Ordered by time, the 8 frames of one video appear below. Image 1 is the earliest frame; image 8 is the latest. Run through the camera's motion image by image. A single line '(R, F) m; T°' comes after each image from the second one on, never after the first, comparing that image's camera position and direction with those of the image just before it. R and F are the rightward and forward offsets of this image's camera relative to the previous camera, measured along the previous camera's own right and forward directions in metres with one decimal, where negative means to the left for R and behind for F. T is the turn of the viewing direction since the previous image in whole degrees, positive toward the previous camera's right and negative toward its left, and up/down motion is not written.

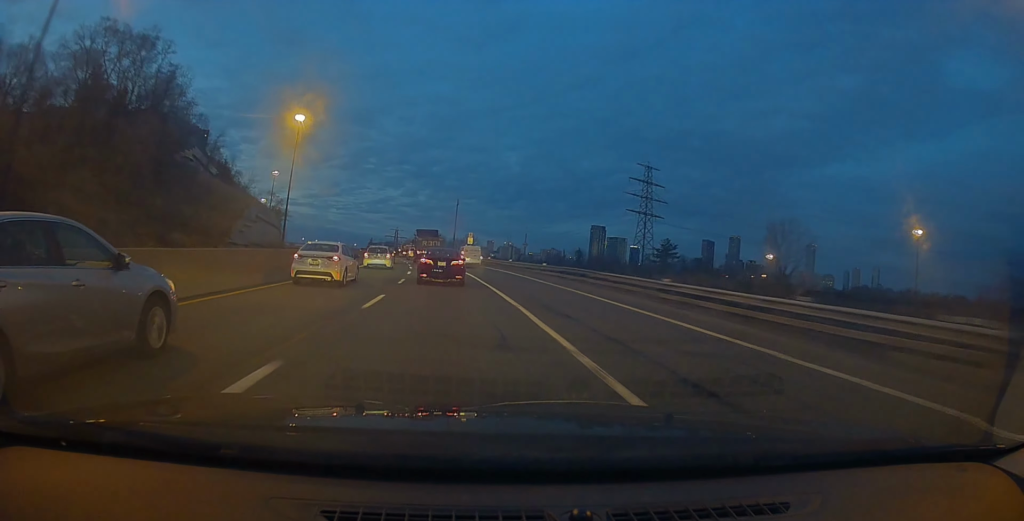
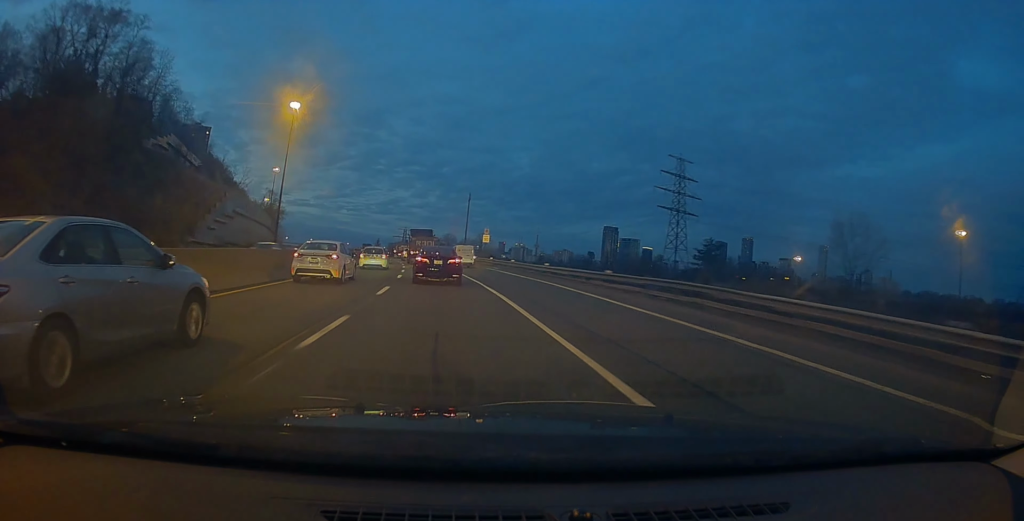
(-0.1, +14.7) m; -1°
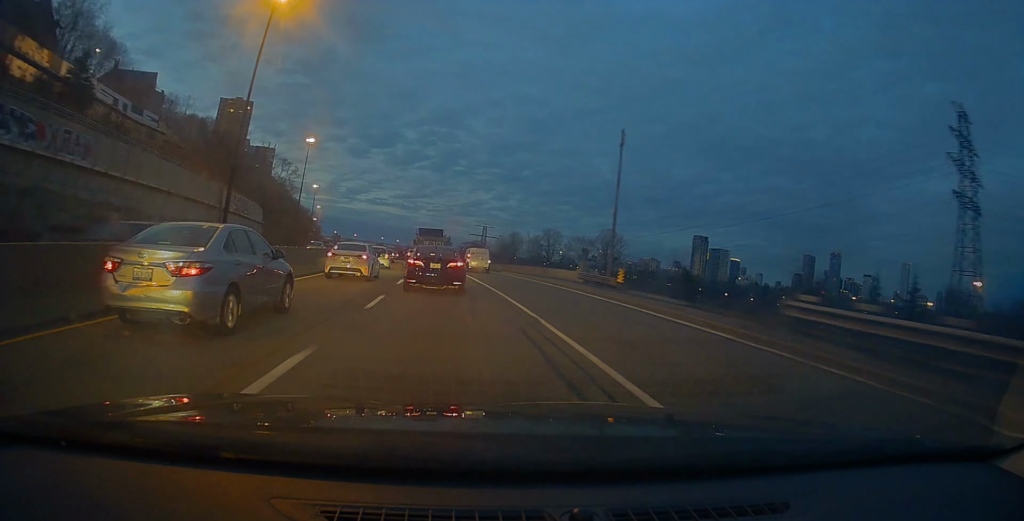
(-4.3, +66.5) m; -8°
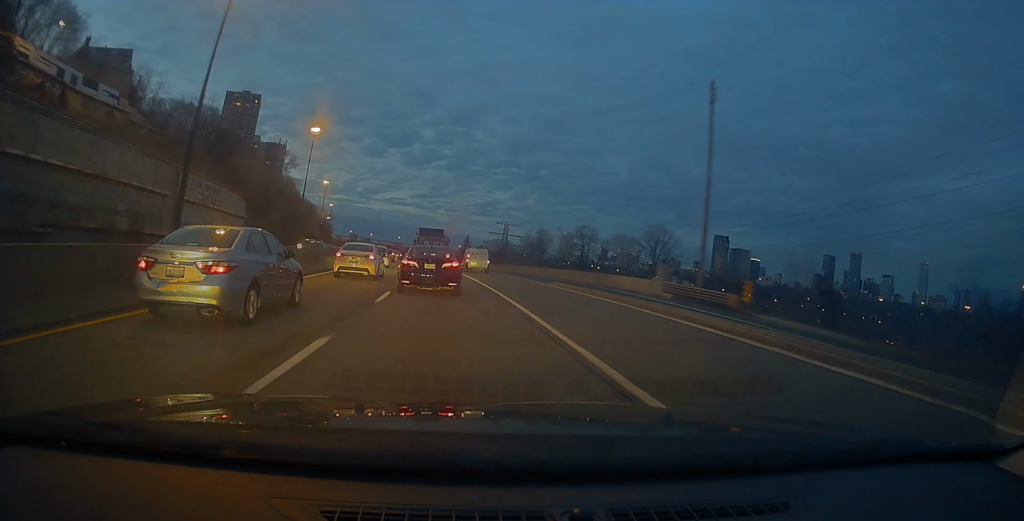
(-0.4, +17.0) m; -3°
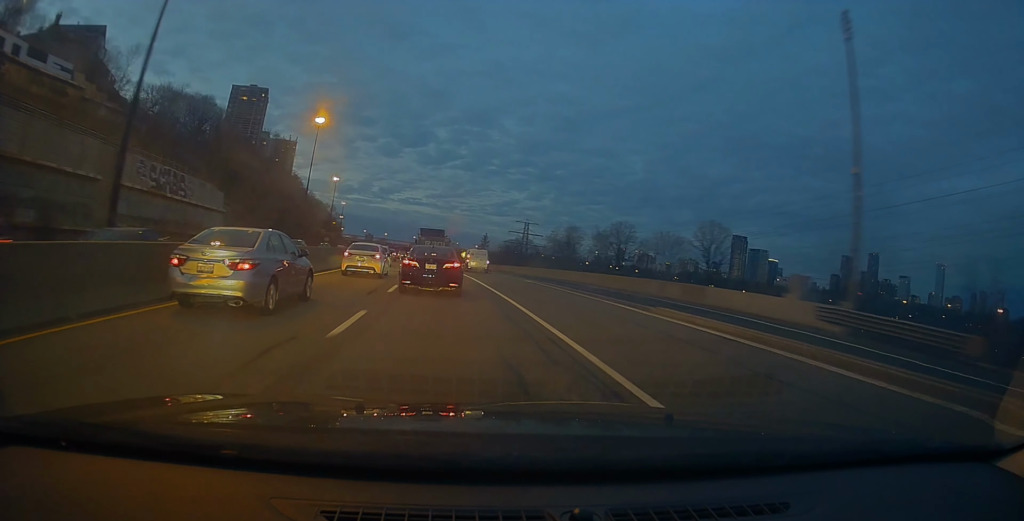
(-0.4, +14.3) m; -1°
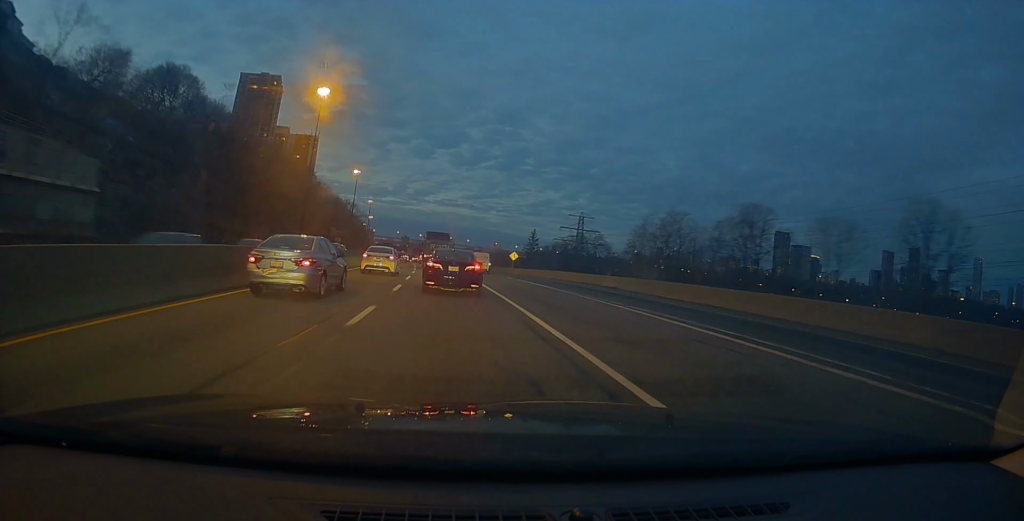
(-0.6, +34.4) m; -2°
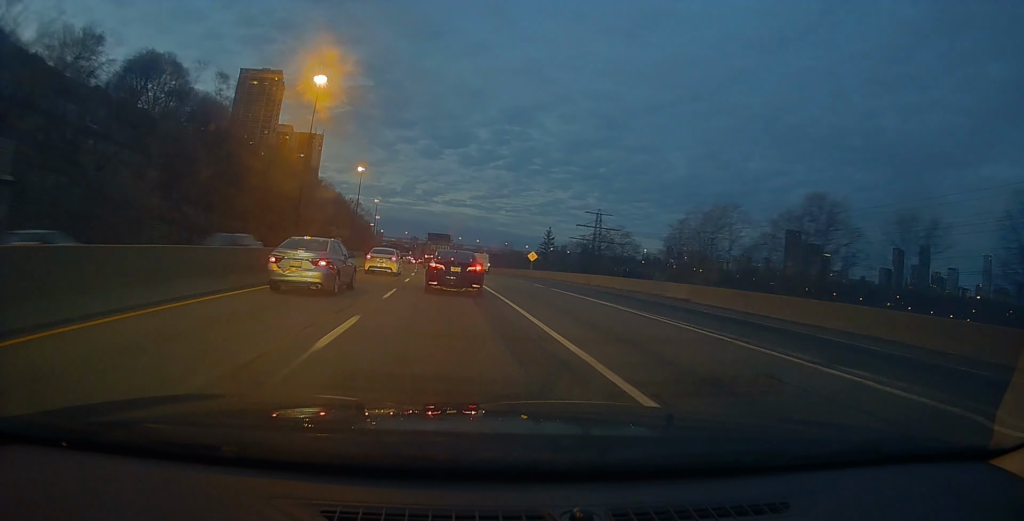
(-0.1, +10.7) m; -2°
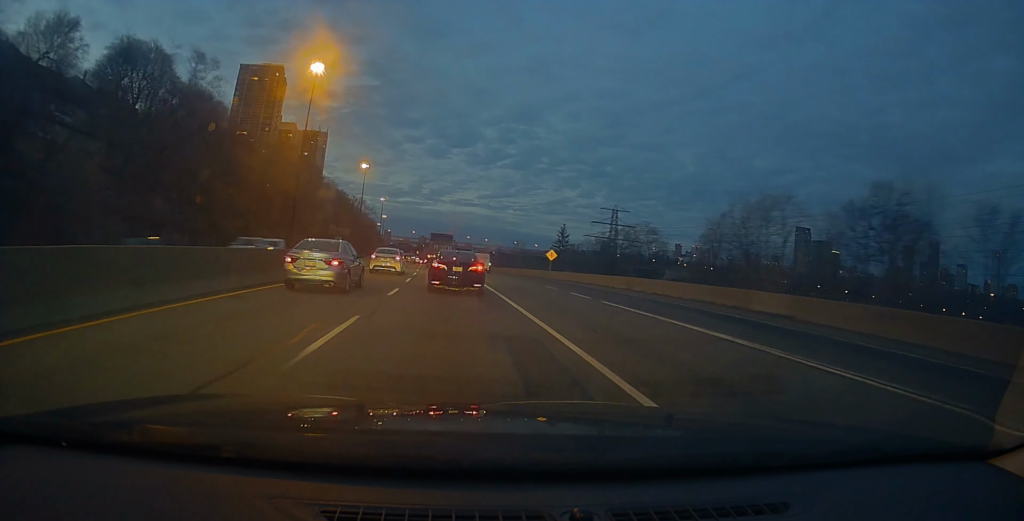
(+0.1, +8.6) m; -1°
